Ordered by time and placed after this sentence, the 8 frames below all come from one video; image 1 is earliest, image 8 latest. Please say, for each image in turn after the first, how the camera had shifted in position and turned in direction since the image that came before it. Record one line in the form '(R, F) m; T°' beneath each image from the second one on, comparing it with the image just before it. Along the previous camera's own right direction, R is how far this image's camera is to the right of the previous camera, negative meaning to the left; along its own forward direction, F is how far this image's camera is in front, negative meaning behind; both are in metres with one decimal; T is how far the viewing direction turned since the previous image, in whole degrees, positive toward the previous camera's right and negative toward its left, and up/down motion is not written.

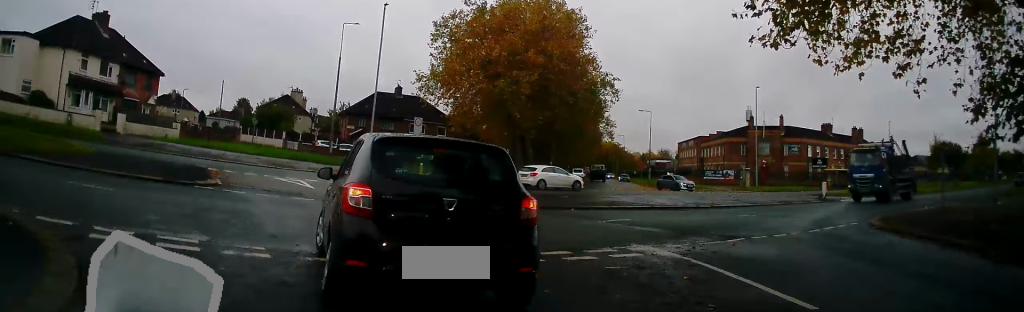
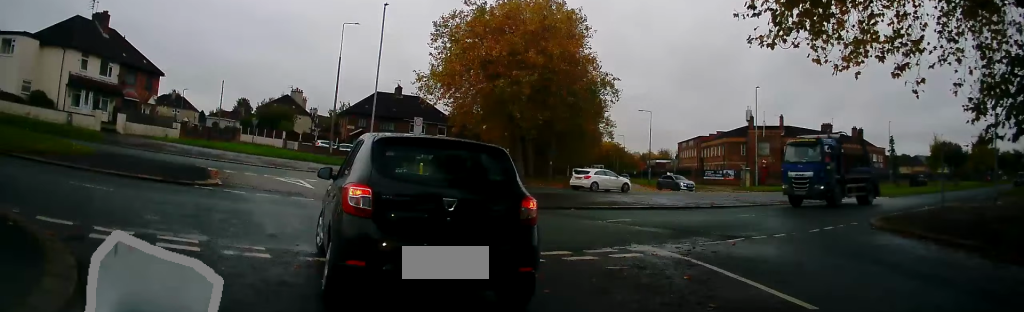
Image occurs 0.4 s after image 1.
(+0.1, +0.1) m; 0°
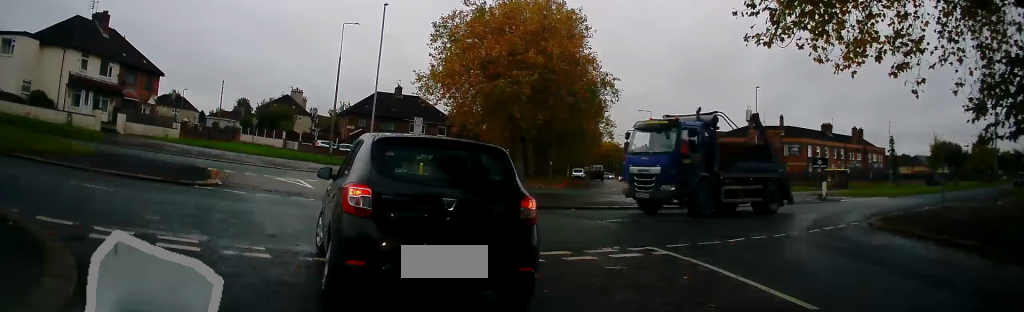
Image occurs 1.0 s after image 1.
(+0.1, +0.1) m; 0°
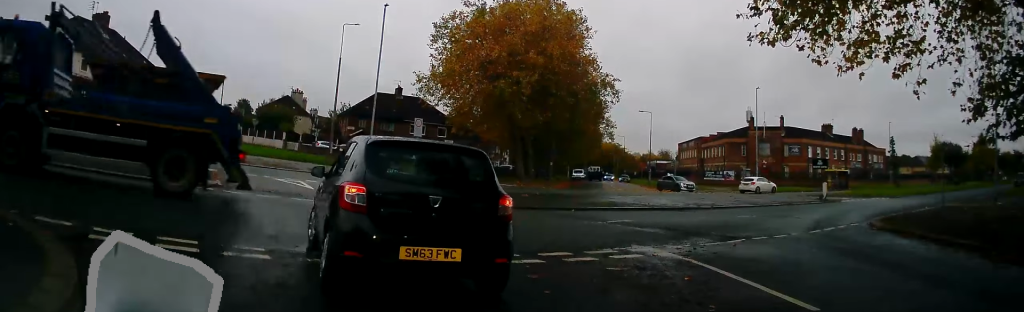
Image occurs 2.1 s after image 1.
(+0.2, +0.2) m; 0°
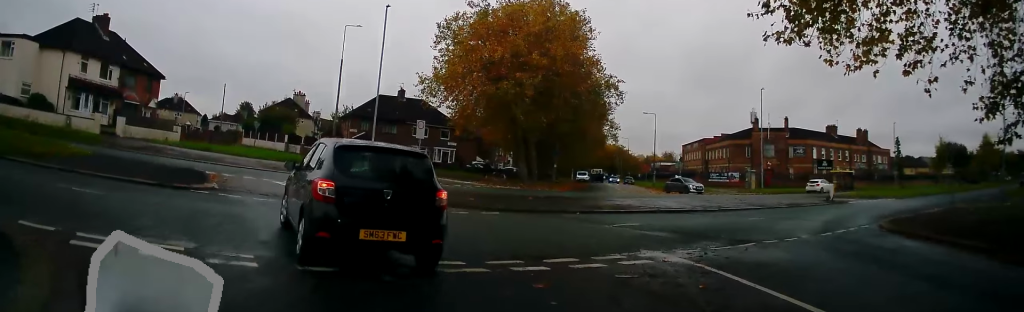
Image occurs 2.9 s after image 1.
(+0.2, +0.3) m; 0°
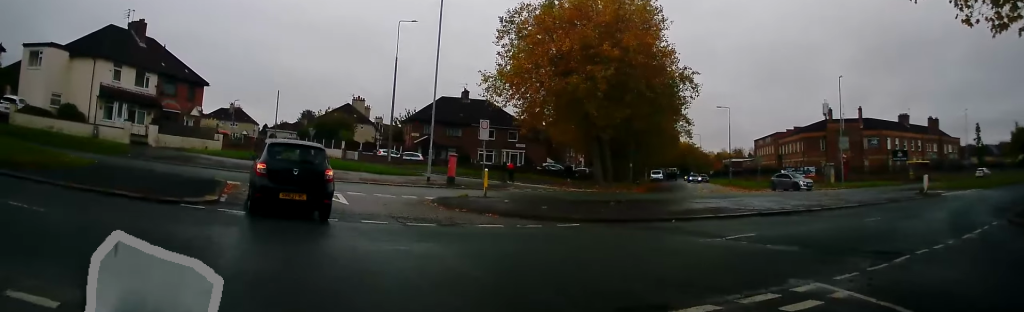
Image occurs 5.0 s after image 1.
(-0.3, +2.2) m; 0°
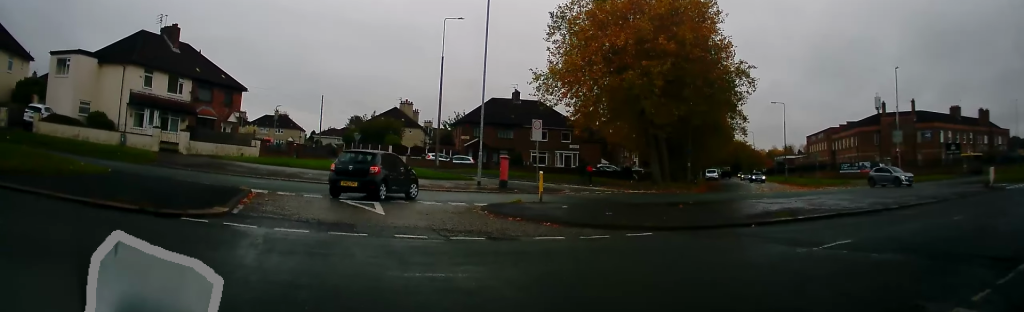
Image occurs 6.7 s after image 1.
(-0.2, +2.1) m; -2°
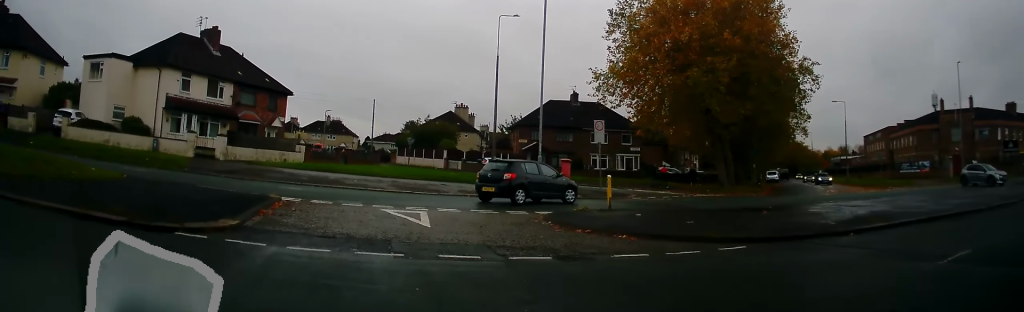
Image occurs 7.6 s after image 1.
(-0.7, +1.3) m; -10°
